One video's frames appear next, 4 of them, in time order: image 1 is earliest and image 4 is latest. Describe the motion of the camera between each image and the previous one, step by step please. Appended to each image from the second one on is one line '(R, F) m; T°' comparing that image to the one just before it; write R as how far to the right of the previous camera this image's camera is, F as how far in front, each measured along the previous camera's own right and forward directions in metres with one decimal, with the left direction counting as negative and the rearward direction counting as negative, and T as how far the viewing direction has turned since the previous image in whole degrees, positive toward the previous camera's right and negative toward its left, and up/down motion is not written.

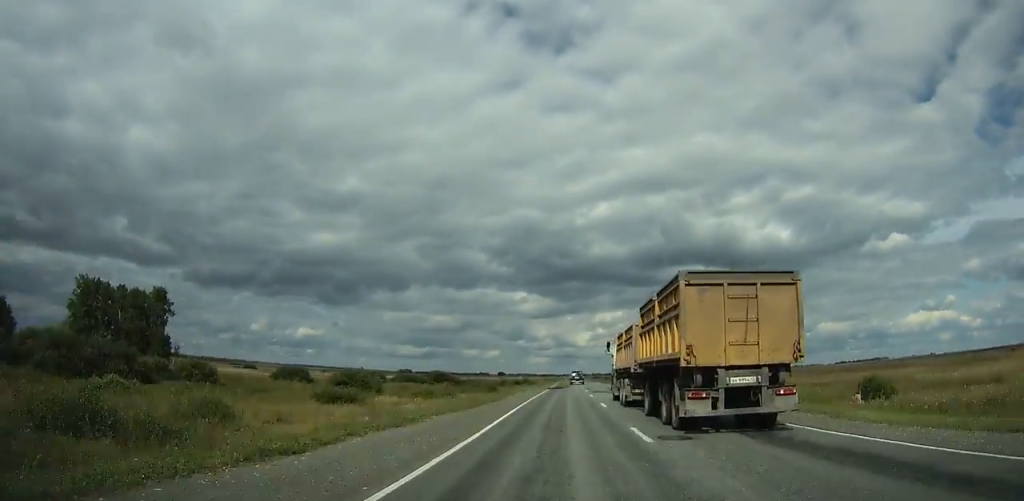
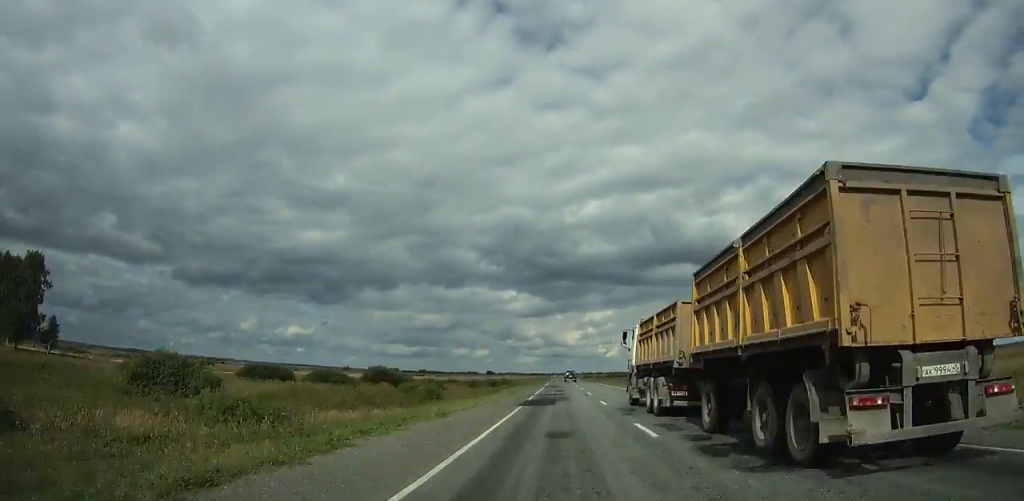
(-1.6, +33.6) m; 0°
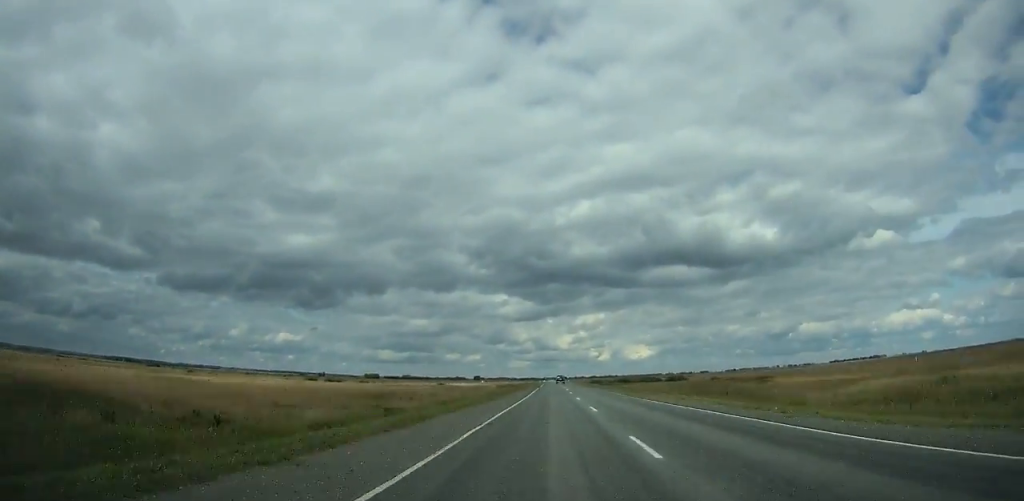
(+4.9, +131.4) m; +3°
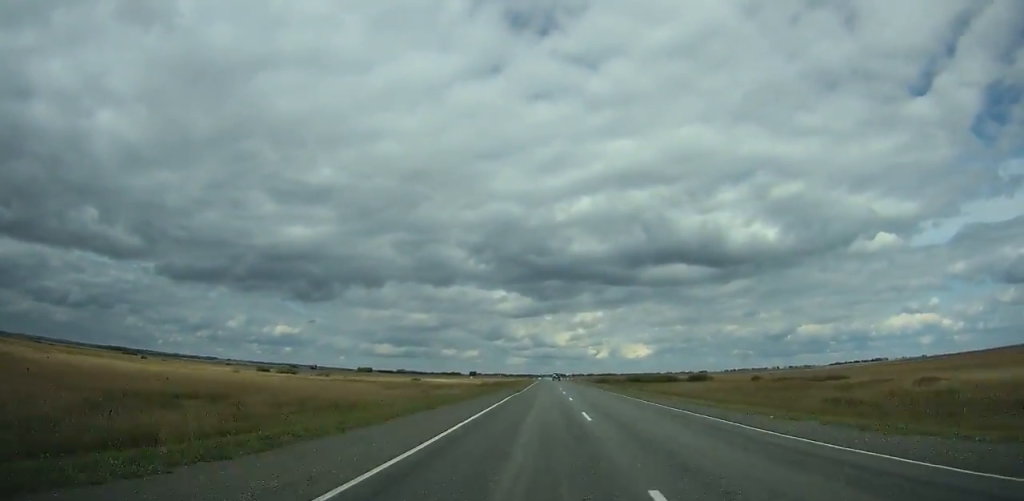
(0.0, +39.9) m; 0°
